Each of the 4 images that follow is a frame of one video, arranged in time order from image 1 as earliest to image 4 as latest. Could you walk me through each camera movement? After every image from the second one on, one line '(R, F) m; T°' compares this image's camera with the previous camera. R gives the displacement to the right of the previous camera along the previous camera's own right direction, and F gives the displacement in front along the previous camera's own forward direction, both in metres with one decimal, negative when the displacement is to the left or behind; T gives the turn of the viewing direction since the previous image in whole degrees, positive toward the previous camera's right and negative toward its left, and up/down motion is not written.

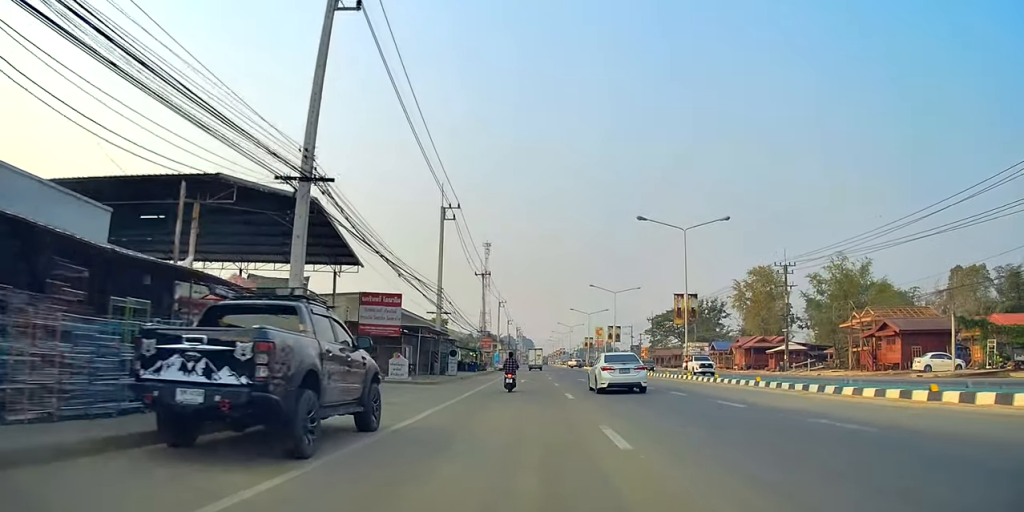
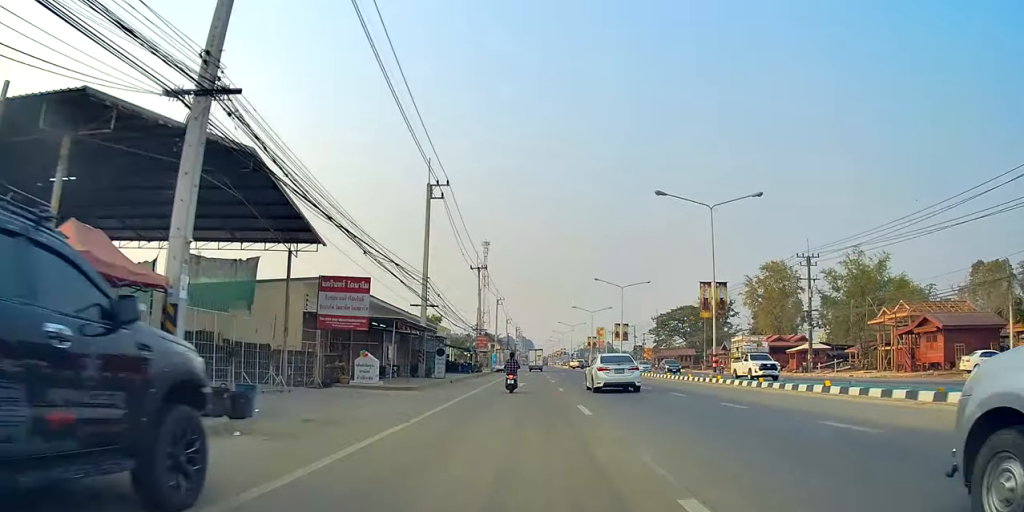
(0.0, +6.0) m; 0°
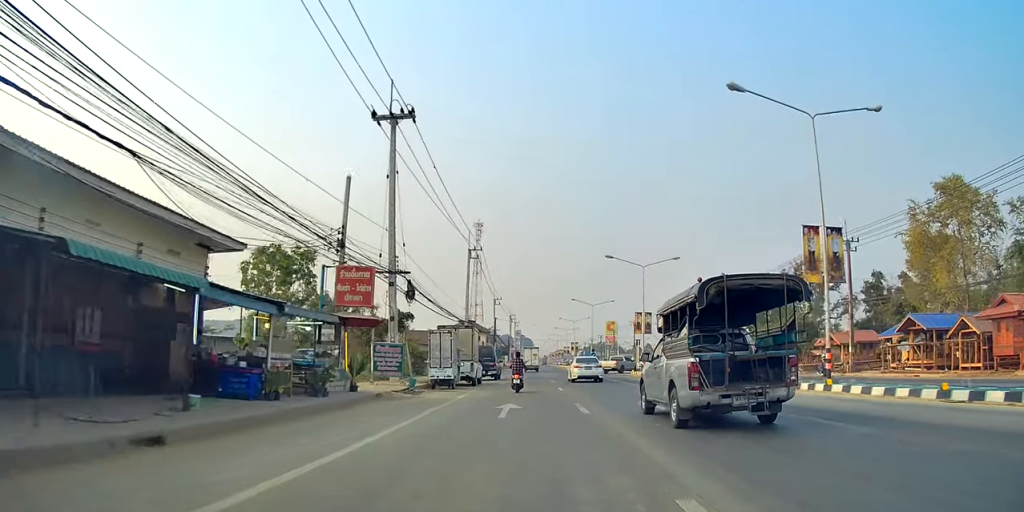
(0.0, +49.7) m; -3°
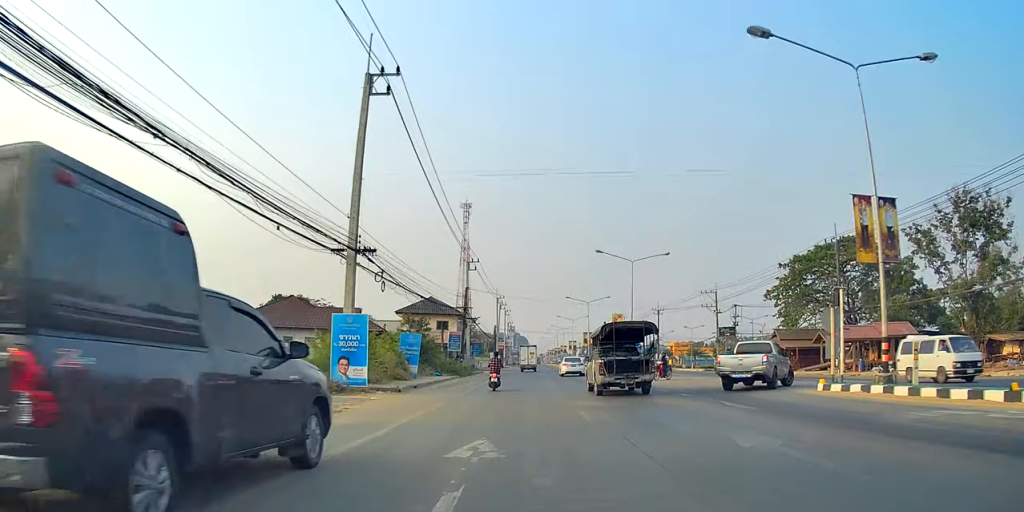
(+0.9, +40.0) m; +4°
